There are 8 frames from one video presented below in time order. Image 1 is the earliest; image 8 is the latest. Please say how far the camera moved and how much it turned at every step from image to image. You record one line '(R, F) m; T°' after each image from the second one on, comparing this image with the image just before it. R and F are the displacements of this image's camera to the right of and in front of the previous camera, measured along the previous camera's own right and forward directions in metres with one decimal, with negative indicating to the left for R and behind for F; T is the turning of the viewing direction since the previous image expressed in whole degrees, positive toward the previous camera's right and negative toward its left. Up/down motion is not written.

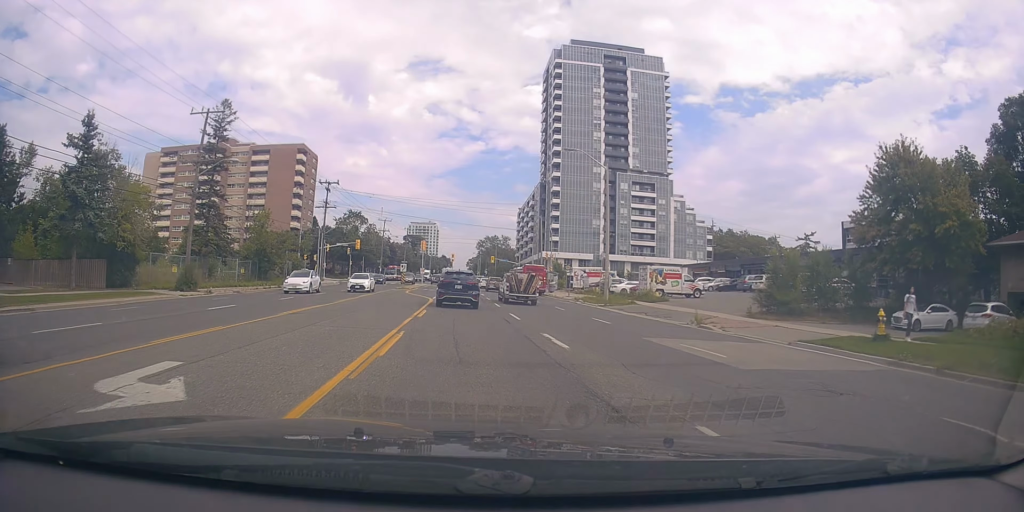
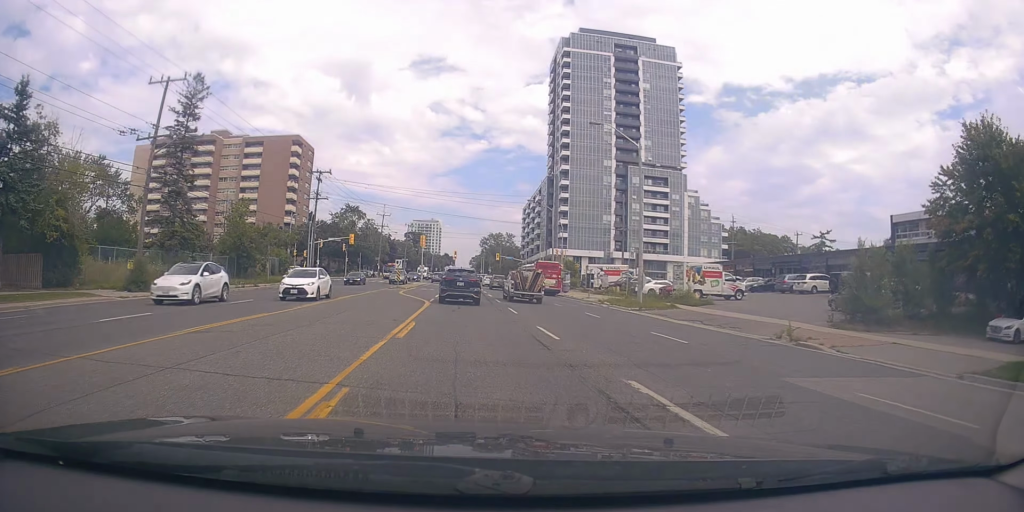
(-0.3, +6.8) m; +1°
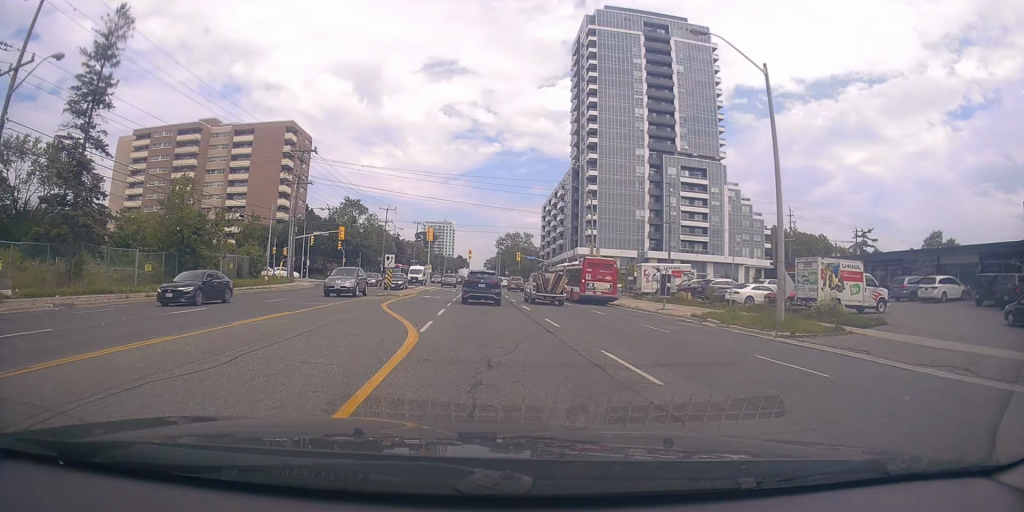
(+0.6, +14.8) m; +1°
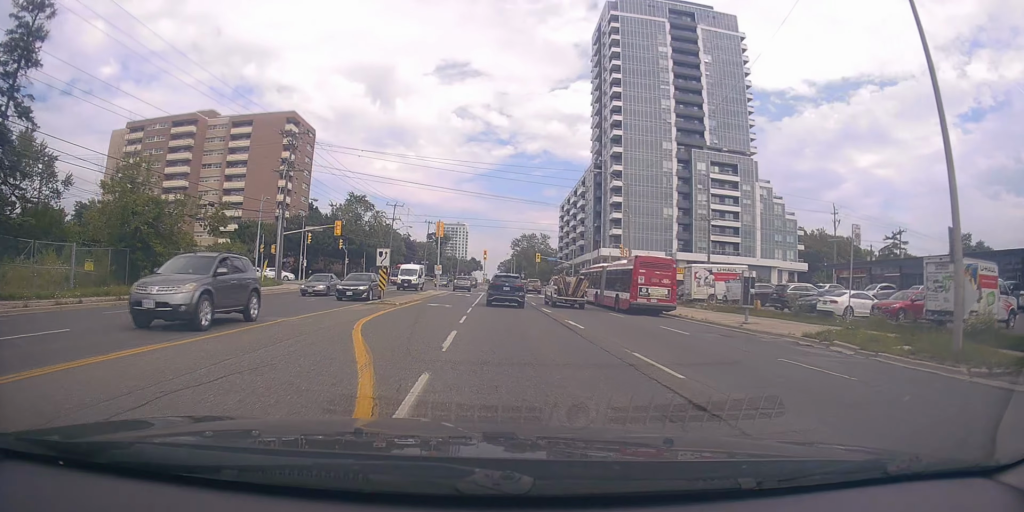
(-0.2, +8.8) m; 0°
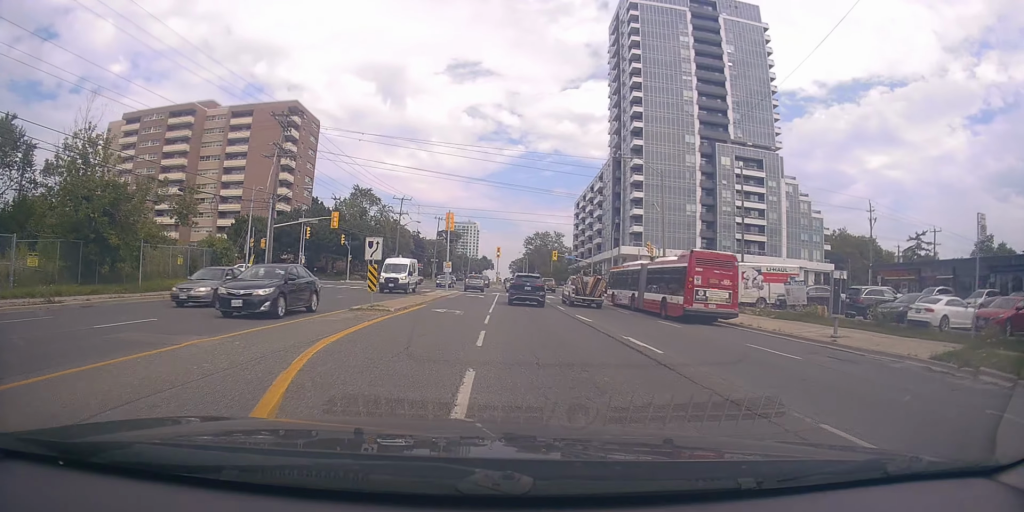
(-0.2, +6.1) m; +2°
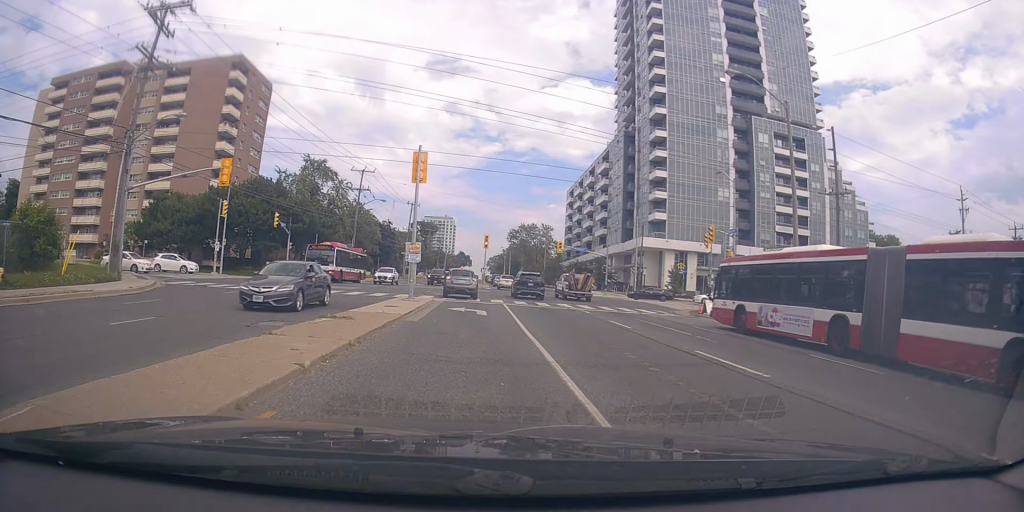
(-0.2, +22.2) m; -2°
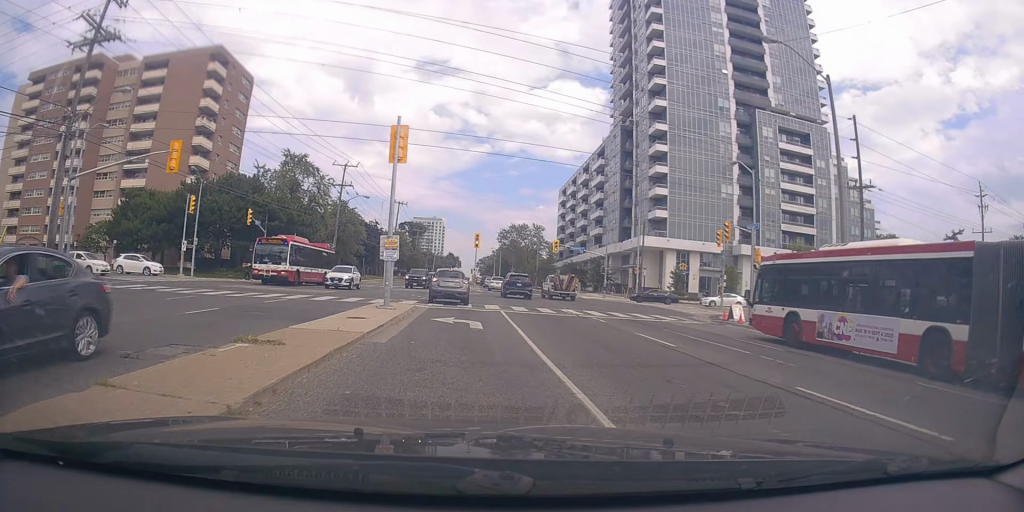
(+0.2, +5.1) m; +1°
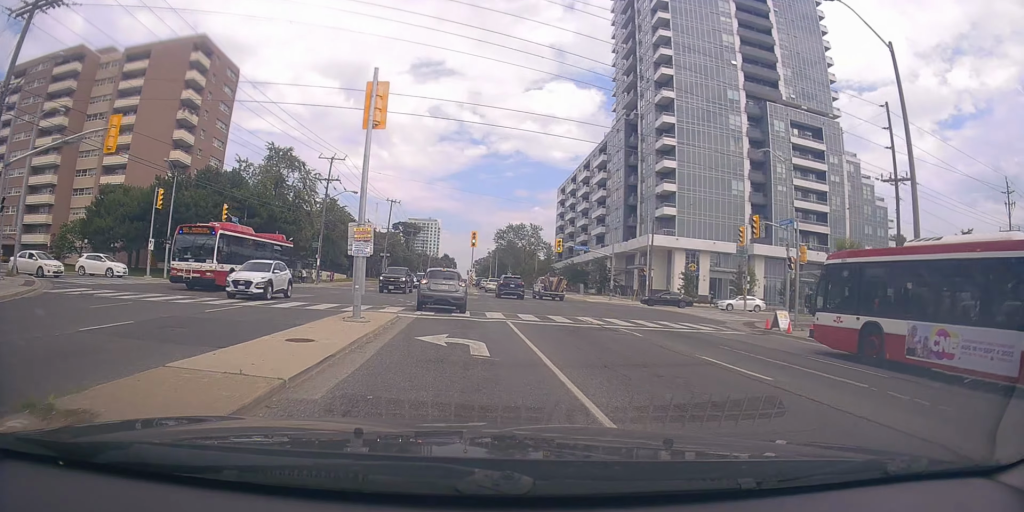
(0.0, +5.1) m; +2°
